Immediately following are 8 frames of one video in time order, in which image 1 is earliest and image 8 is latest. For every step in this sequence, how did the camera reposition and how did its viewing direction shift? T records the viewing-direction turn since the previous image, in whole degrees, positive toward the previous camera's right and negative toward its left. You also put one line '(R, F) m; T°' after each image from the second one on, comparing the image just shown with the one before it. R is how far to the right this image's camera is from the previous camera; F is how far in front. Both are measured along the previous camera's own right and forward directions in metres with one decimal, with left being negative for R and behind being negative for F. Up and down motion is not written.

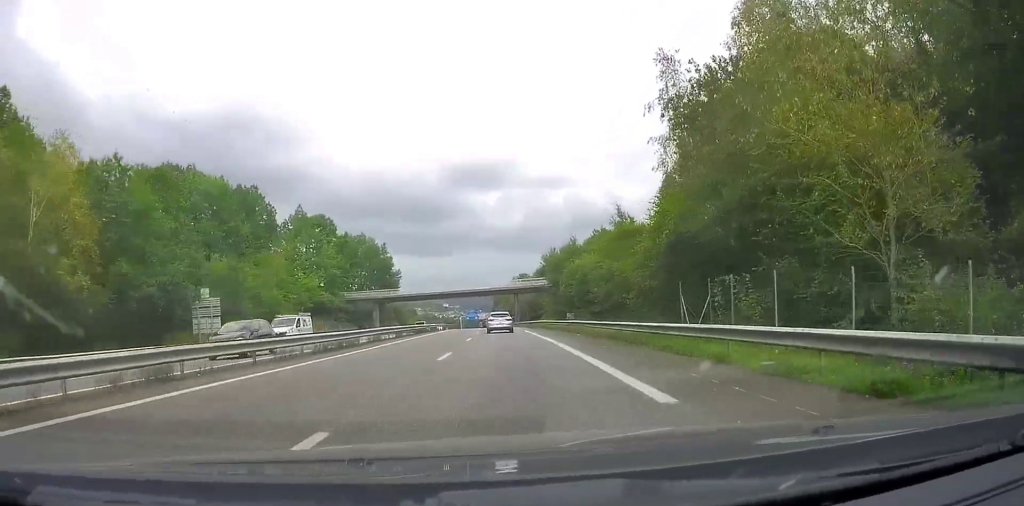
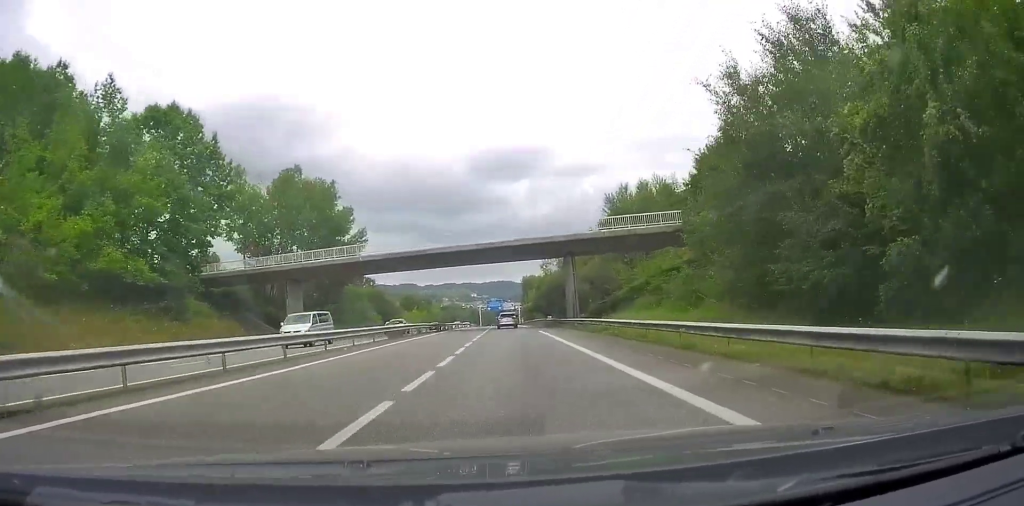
(-0.9, +53.7) m; -2°
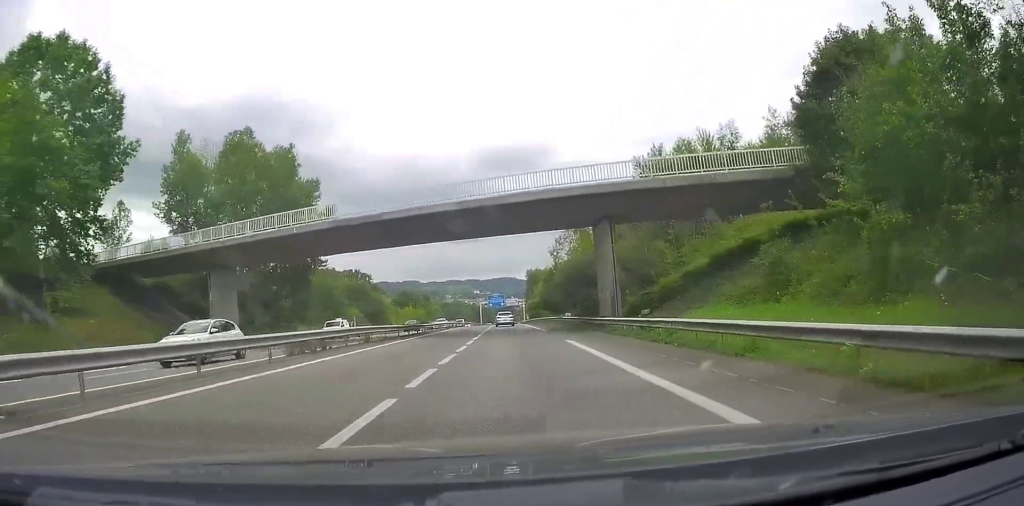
(-0.1, +14.7) m; -1°
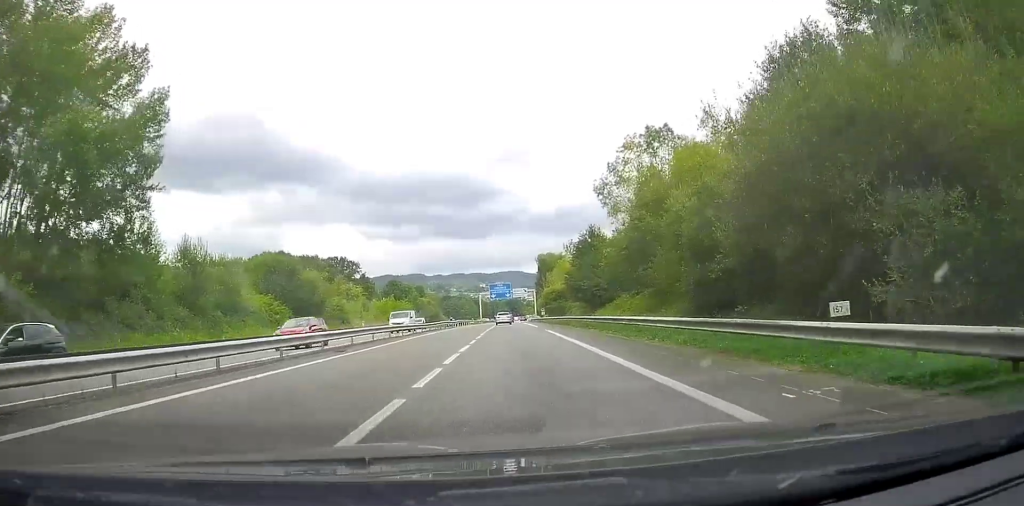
(-0.5, +34.5) m; -1°
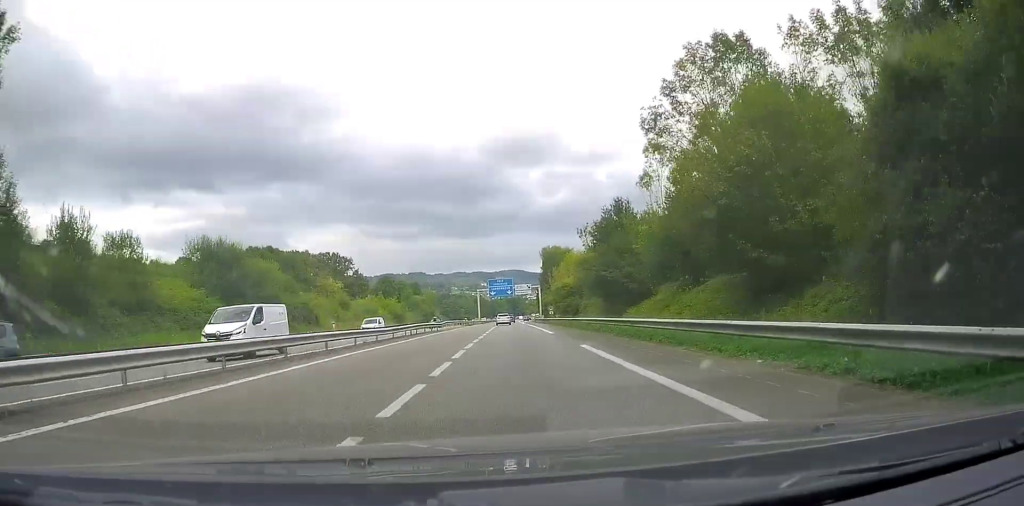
(-0.1, +14.5) m; 0°
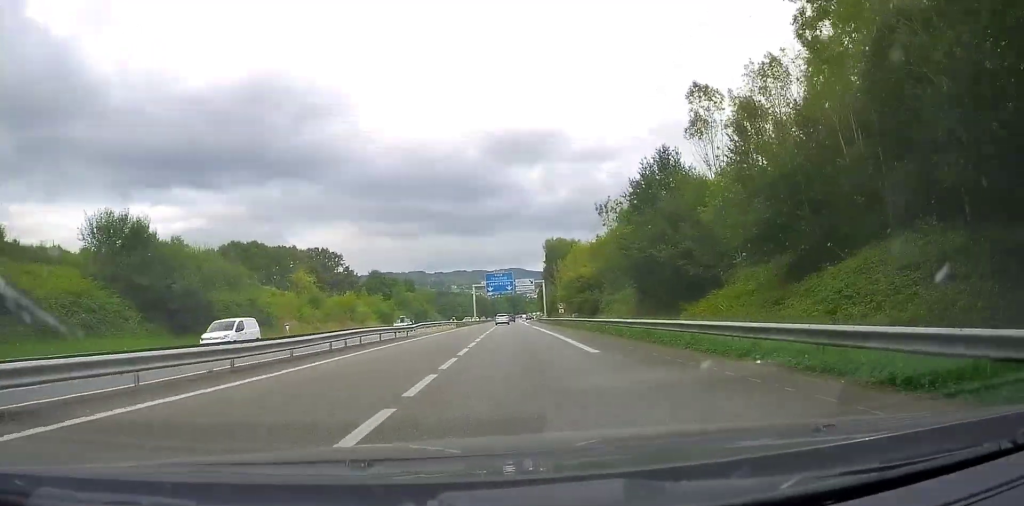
(+0.2, +15.0) m; 0°
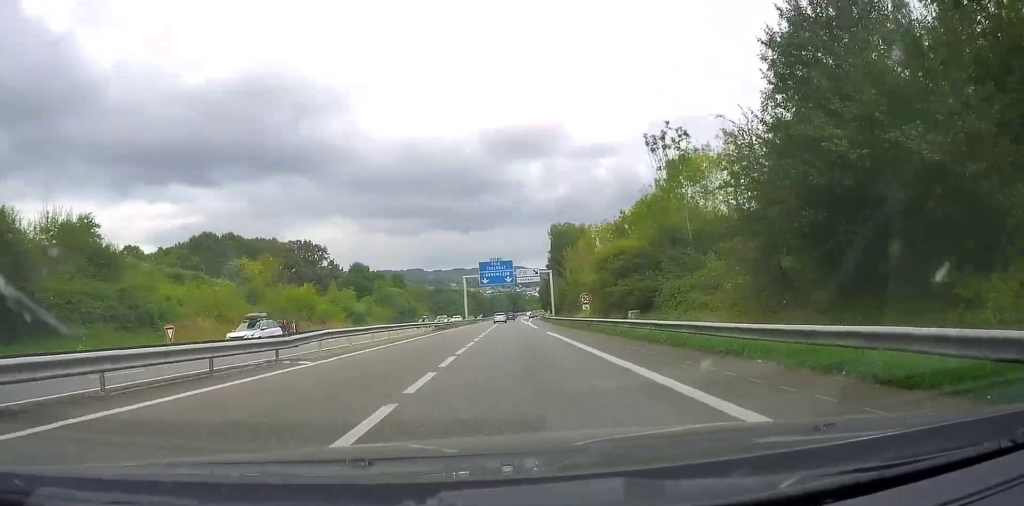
(0.0, +20.9) m; 0°
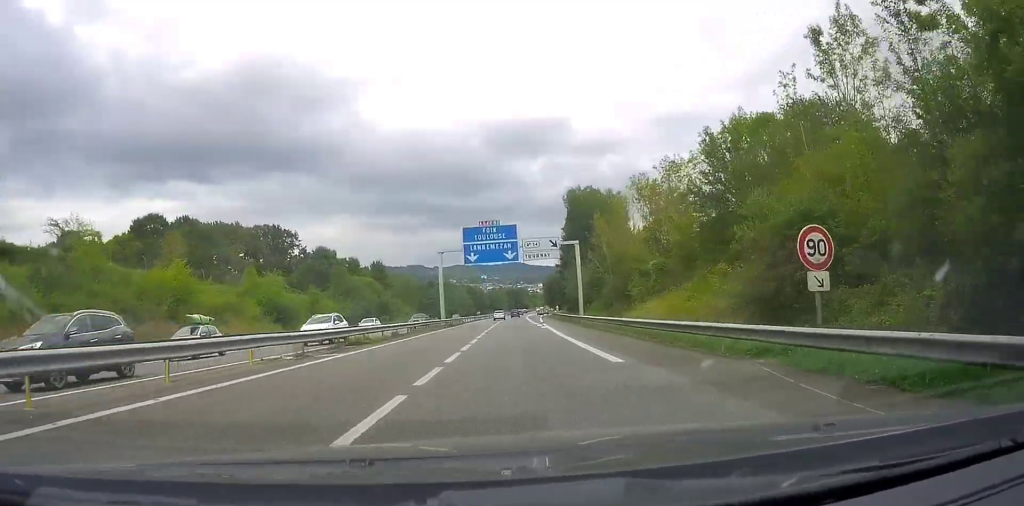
(-0.4, +33.2) m; -1°
